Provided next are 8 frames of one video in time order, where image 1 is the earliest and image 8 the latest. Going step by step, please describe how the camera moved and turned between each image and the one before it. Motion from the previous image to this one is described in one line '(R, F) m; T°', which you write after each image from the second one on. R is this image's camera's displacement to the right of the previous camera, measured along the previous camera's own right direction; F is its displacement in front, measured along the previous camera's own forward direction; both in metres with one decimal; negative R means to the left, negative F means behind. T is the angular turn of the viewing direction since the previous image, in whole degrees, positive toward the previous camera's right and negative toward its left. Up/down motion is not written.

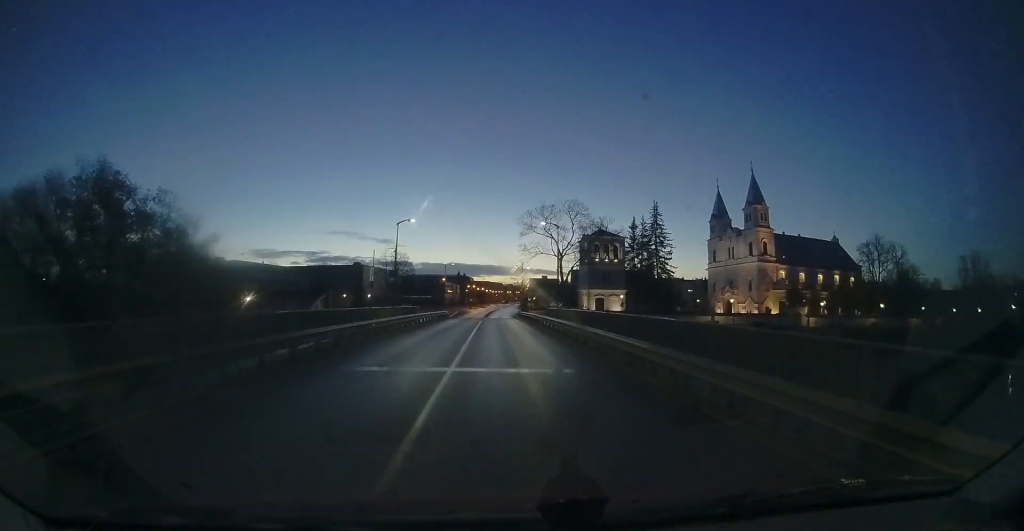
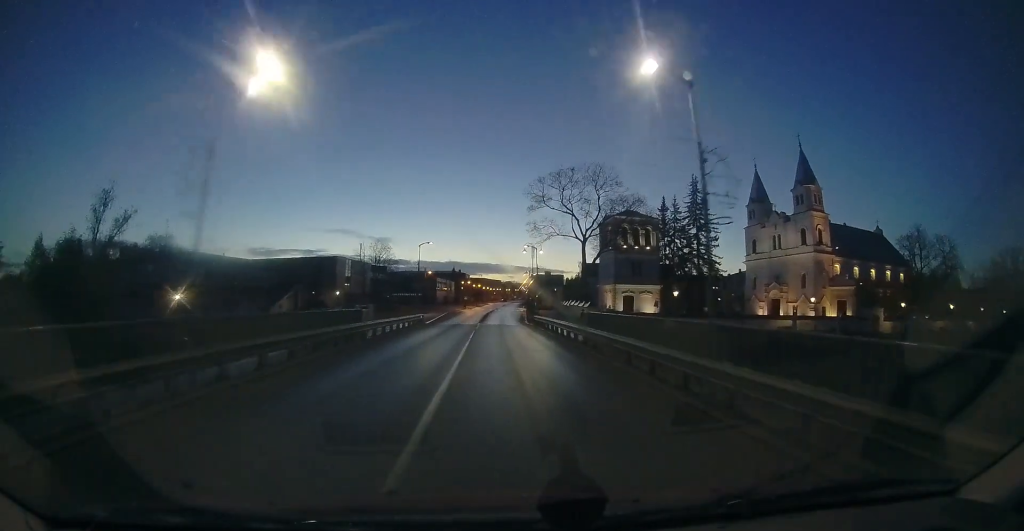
(0.0, +13.8) m; +1°
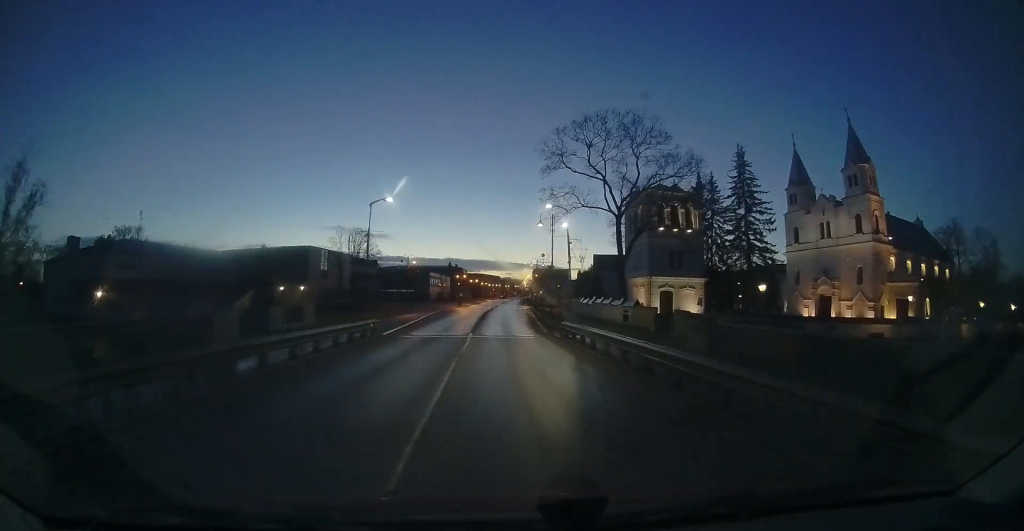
(-0.1, +10.8) m; +2°
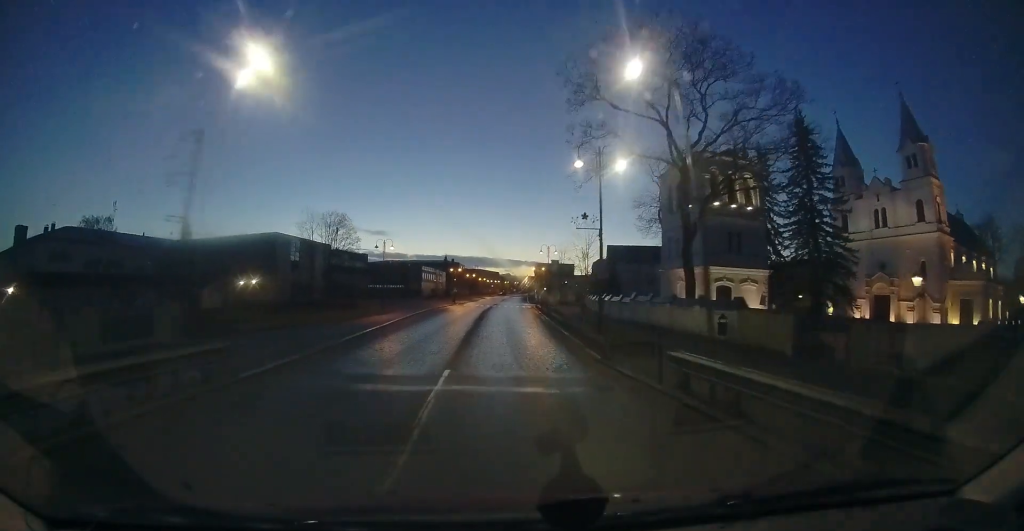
(+0.7, +9.8) m; 0°
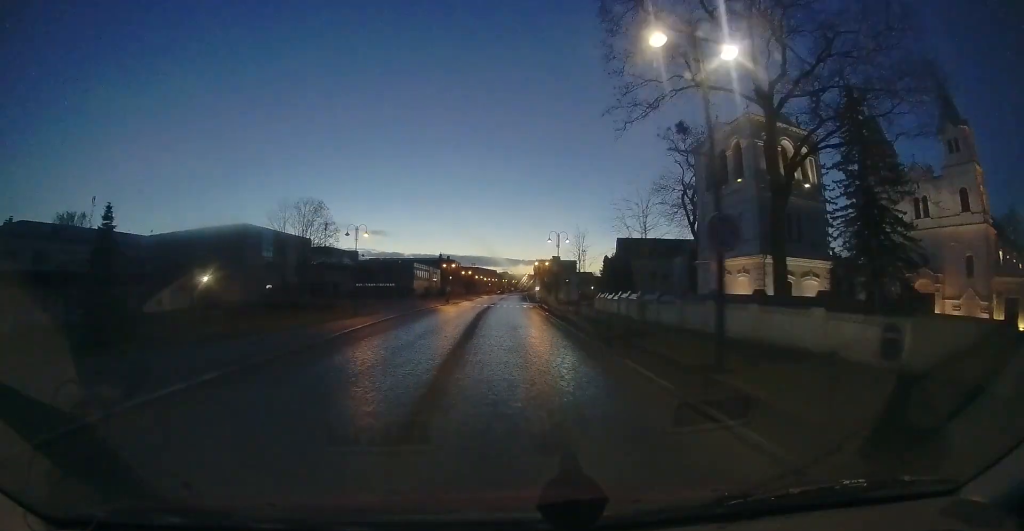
(-0.2, +6.7) m; -2°
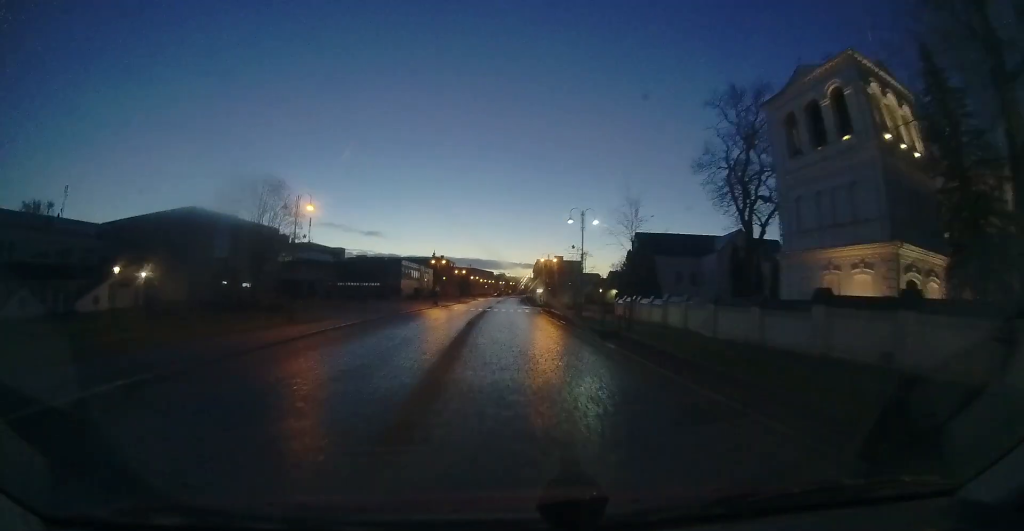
(-0.2, +8.9) m; -4°
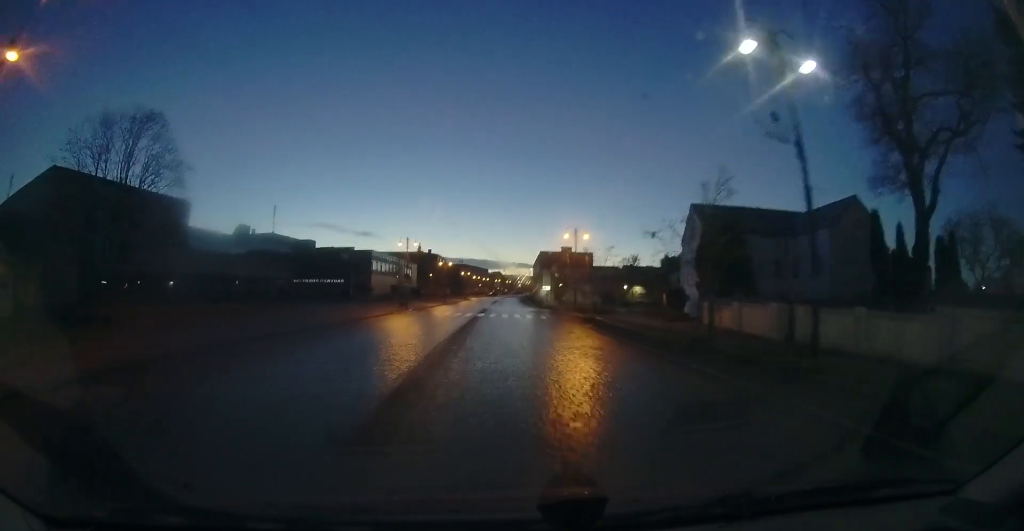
(-0.4, +16.4) m; 0°
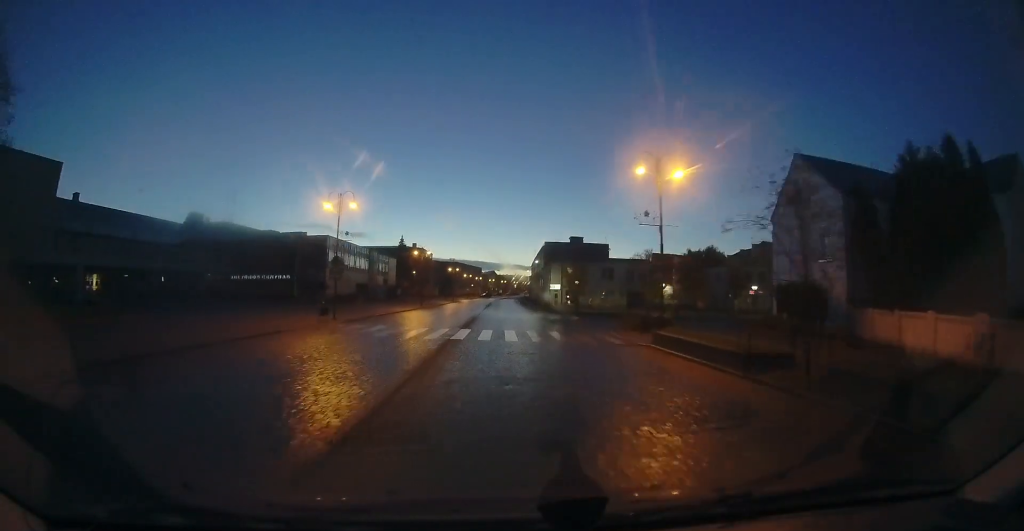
(+0.3, +14.9) m; +1°
